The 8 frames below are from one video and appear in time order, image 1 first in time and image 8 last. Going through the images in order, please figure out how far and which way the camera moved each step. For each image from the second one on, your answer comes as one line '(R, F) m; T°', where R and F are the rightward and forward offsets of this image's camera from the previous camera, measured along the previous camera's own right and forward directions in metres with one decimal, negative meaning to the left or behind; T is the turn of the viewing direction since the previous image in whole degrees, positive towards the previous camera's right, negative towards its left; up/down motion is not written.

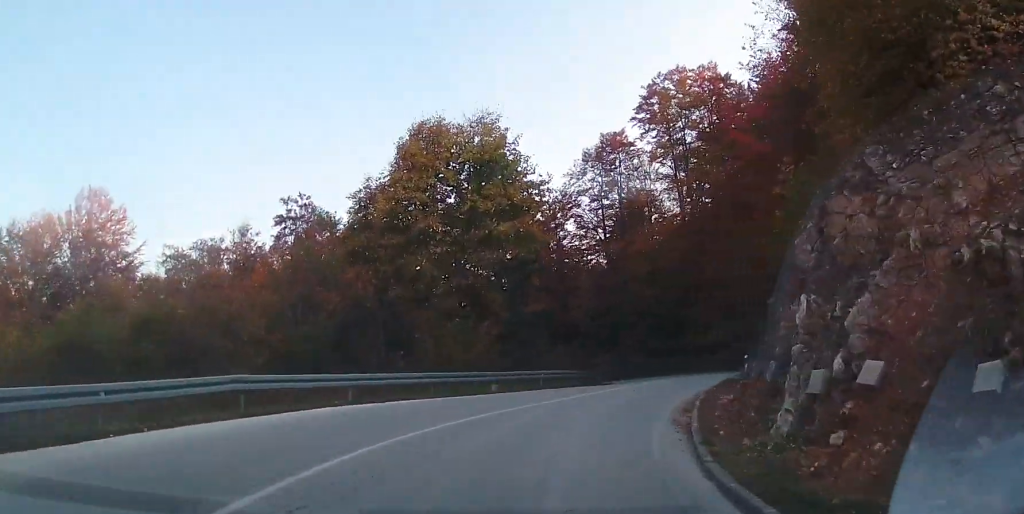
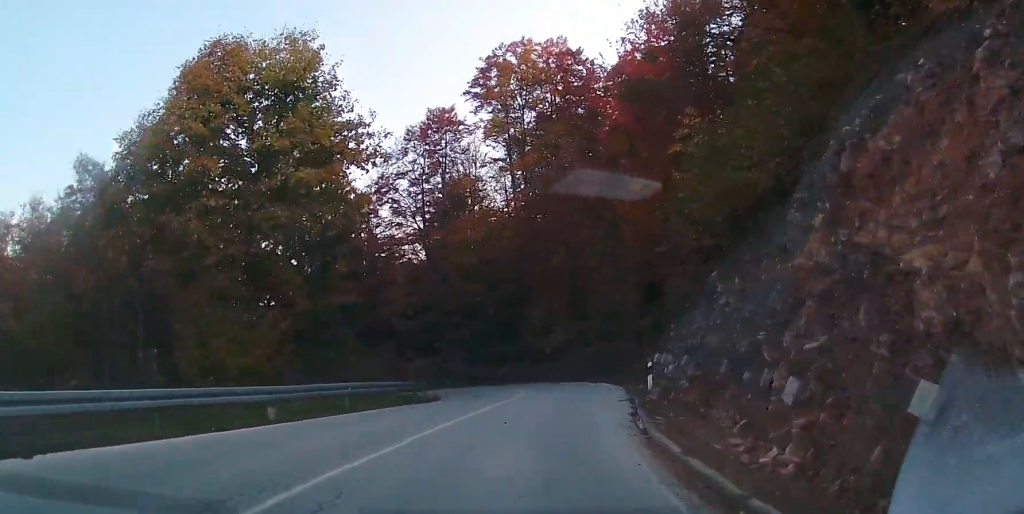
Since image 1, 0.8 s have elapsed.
(+0.7, +8.0) m; +11°
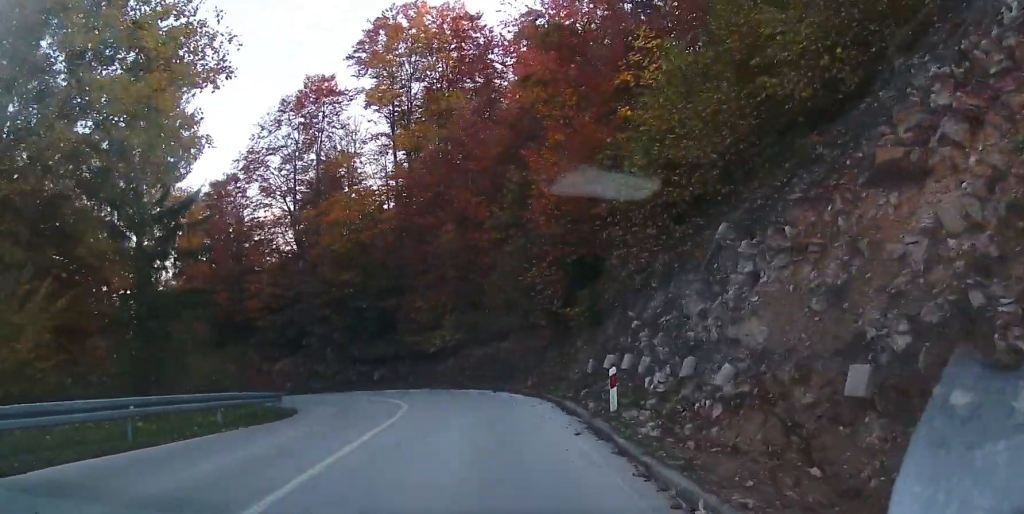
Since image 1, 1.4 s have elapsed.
(+0.5, +5.8) m; +9°
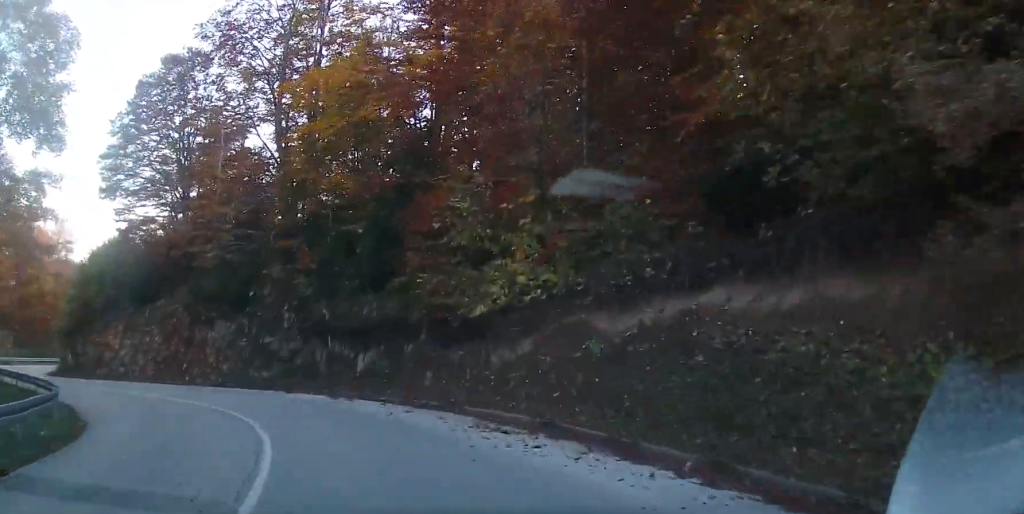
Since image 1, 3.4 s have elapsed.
(+1.9, +16.5) m; +2°
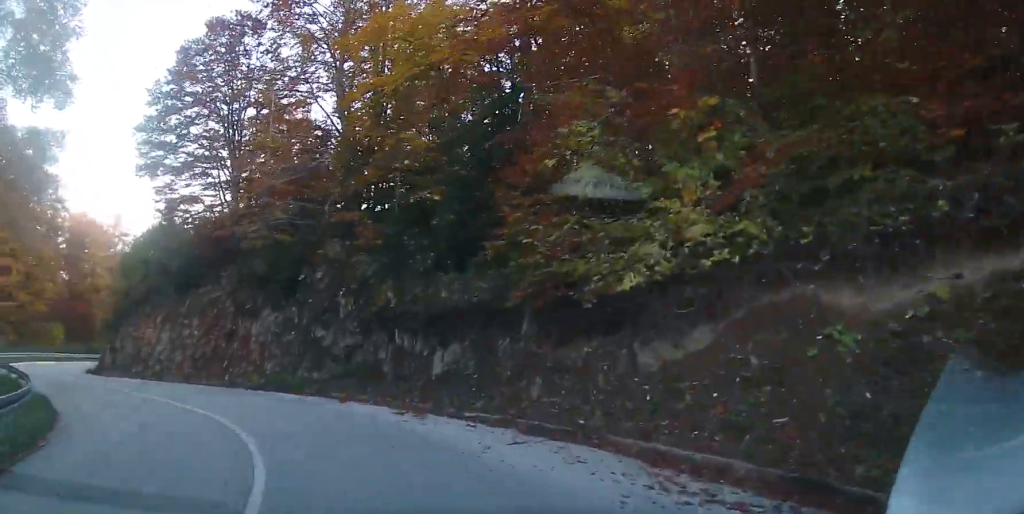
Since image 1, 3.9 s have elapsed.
(-0.3, +4.4) m; -8°
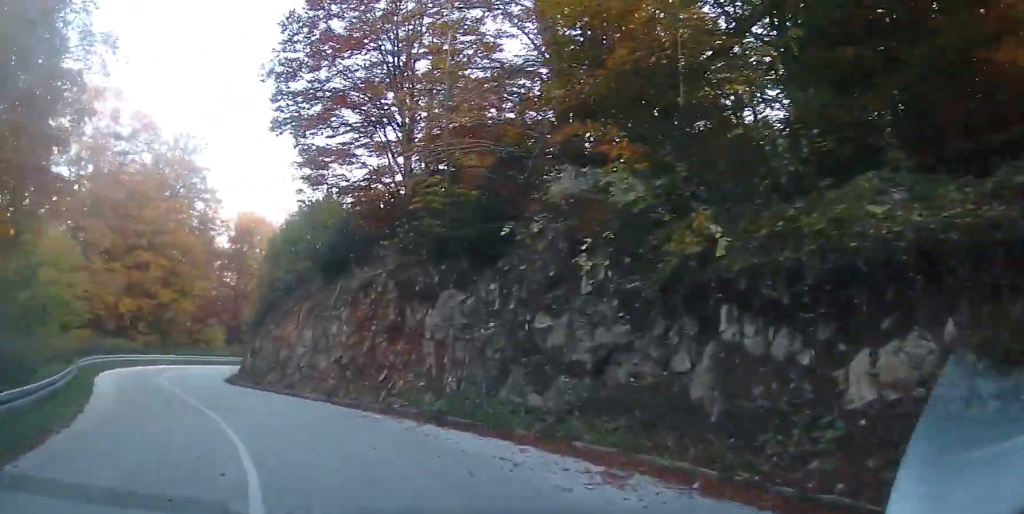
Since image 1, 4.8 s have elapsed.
(-1.1, +8.3) m; -16°
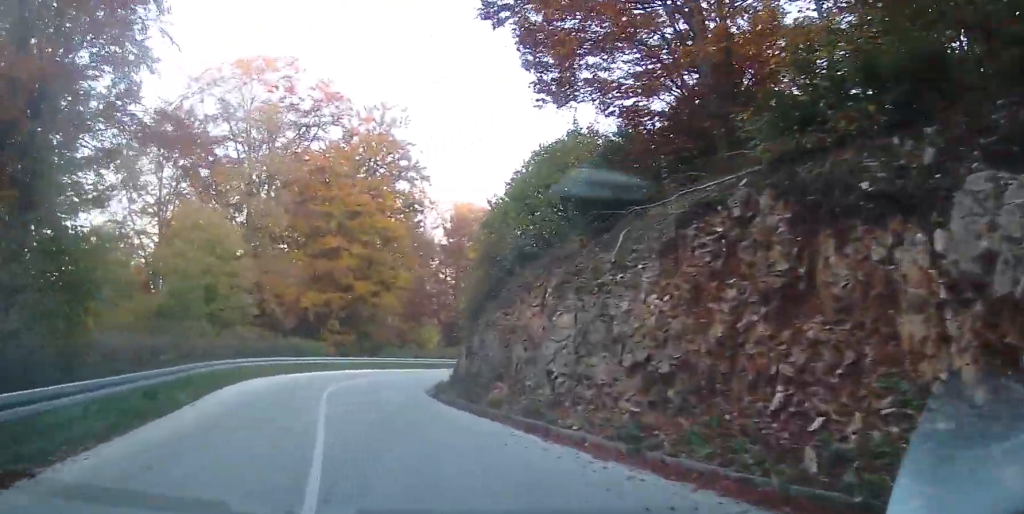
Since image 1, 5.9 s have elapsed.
(-1.7, +10.2) m; -15°
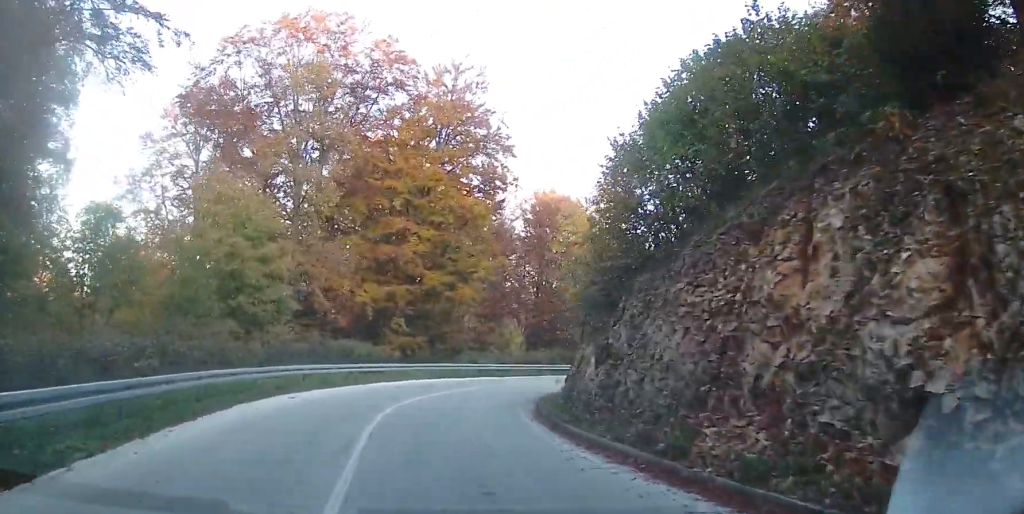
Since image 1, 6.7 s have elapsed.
(-0.5, +8.6) m; -7°
